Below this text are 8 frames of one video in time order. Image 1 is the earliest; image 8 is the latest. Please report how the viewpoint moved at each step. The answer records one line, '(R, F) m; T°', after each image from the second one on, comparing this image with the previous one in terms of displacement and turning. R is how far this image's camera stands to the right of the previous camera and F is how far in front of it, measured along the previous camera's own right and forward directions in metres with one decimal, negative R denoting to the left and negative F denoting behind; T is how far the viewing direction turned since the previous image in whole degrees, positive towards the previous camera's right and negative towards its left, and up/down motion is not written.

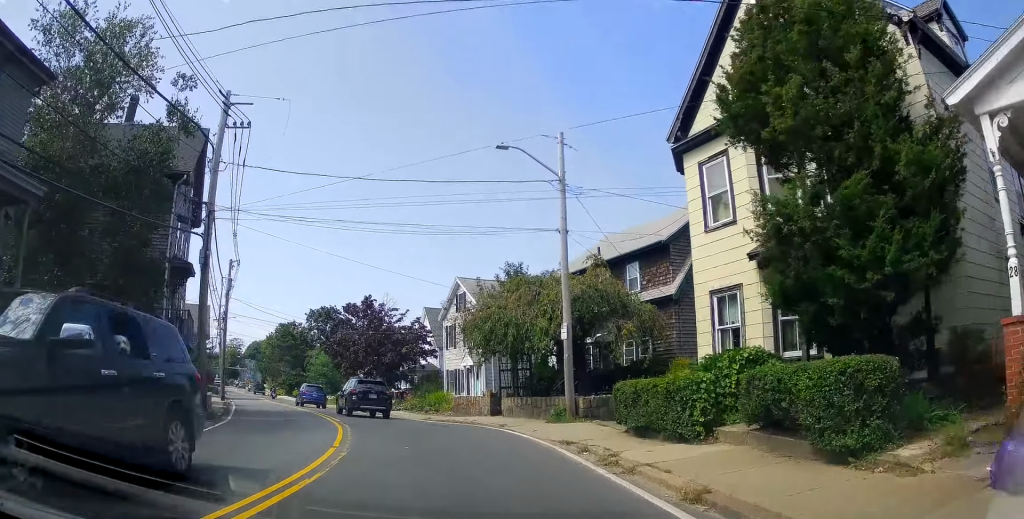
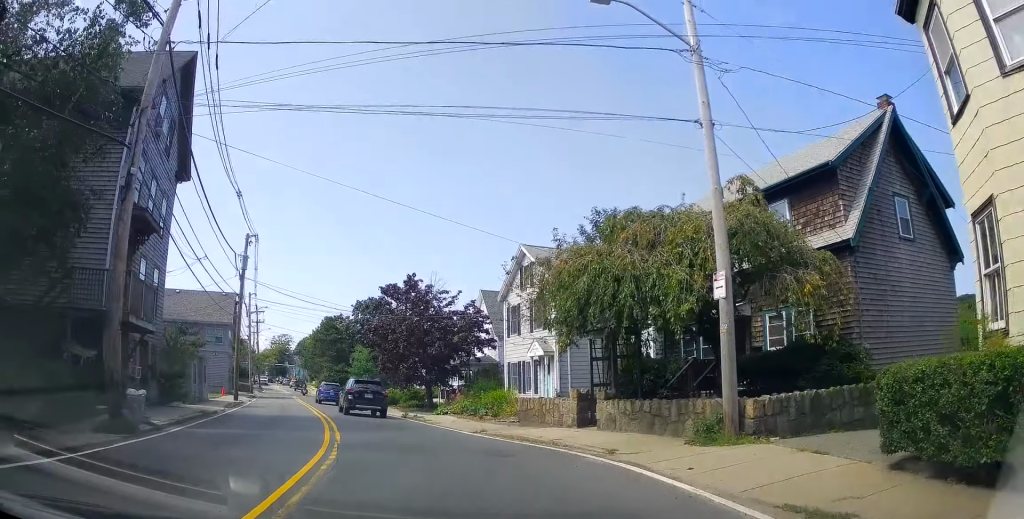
(-0.1, +7.5) m; -6°
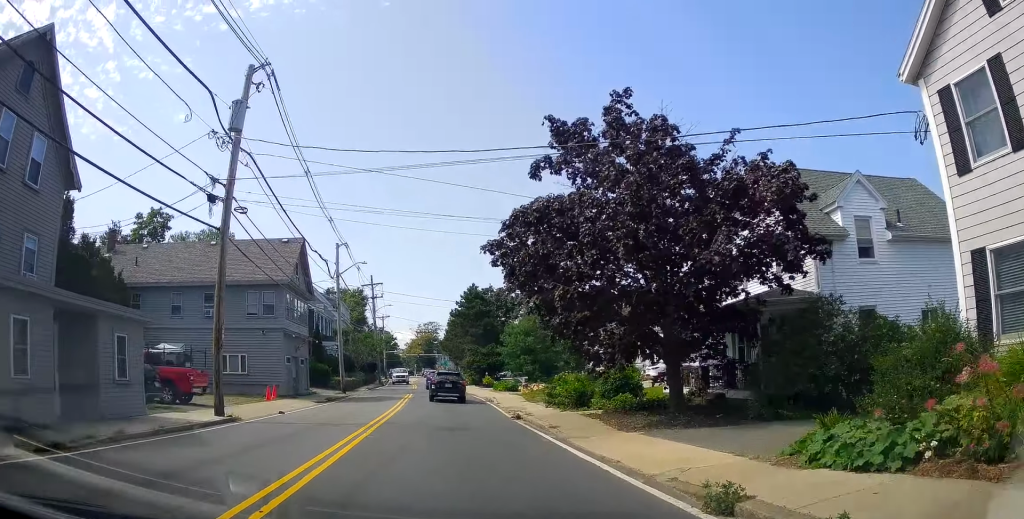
(-1.9, +22.6) m; -7°
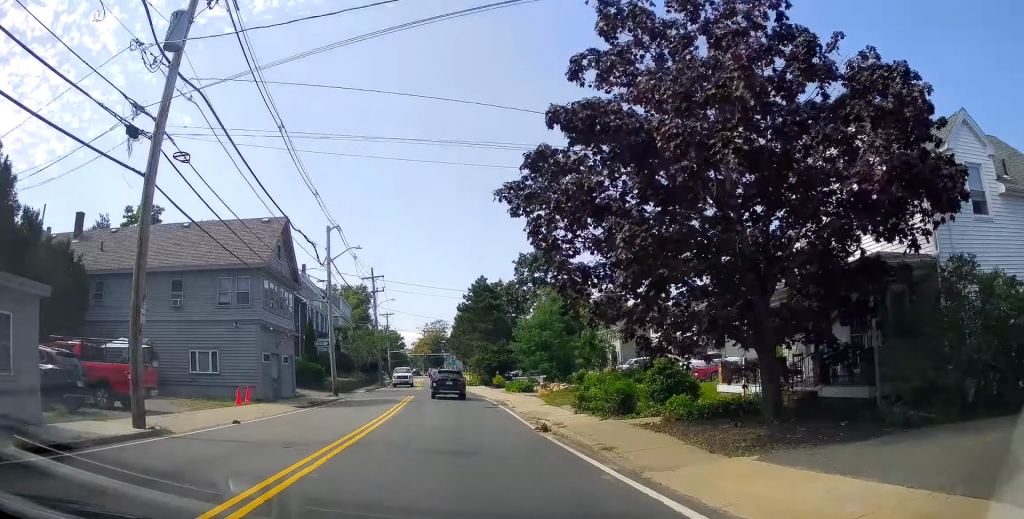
(-0.2, +4.2) m; -7°
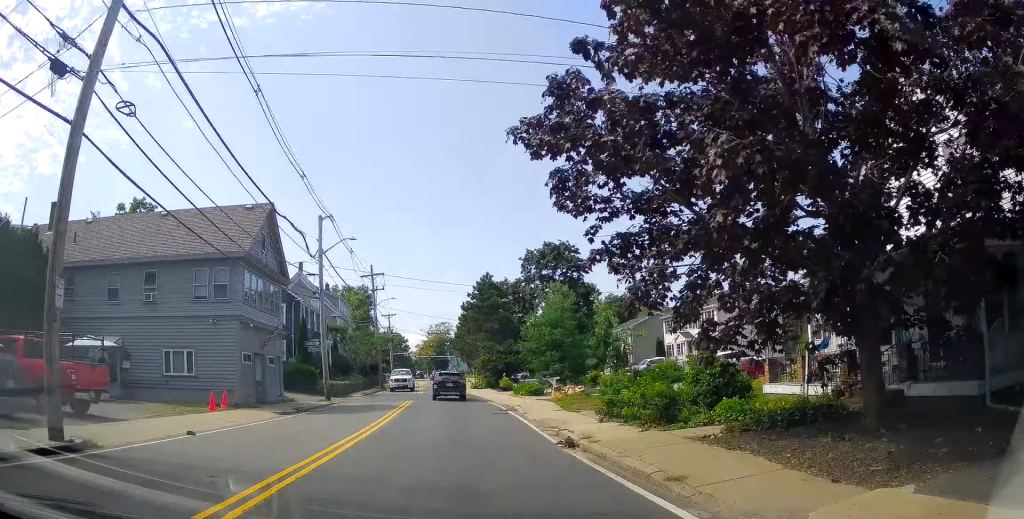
(-0.1, +2.2) m; -5°
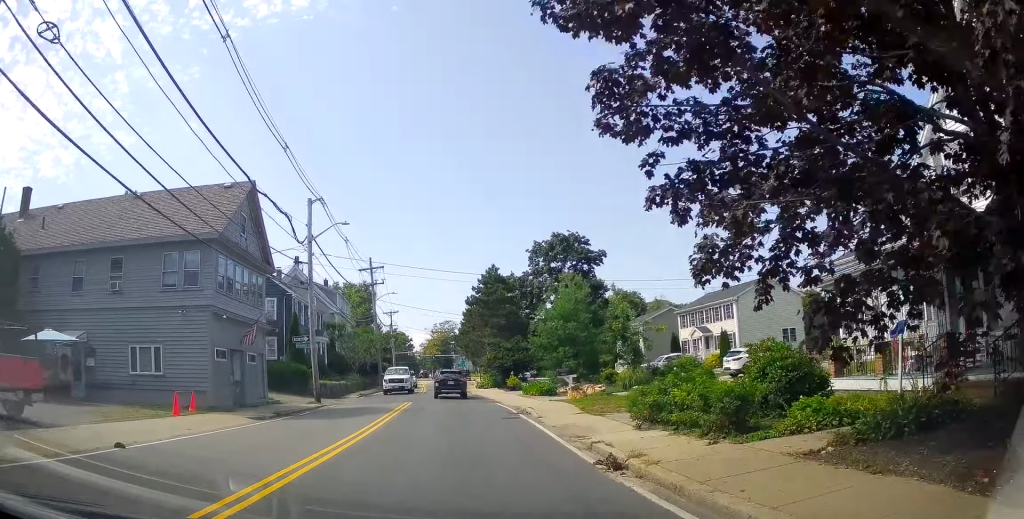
(-0.1, +2.4) m; -2°
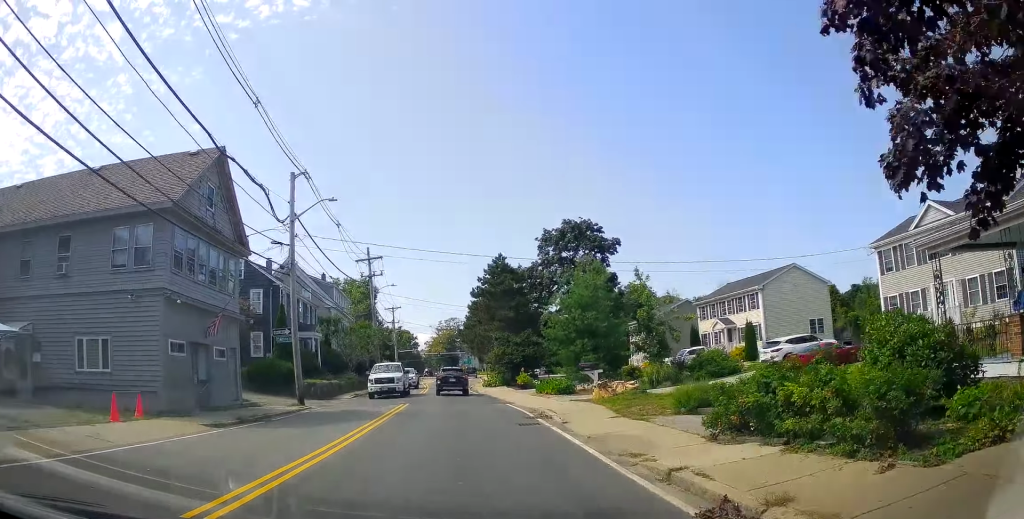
(-0.2, +2.9) m; 0°
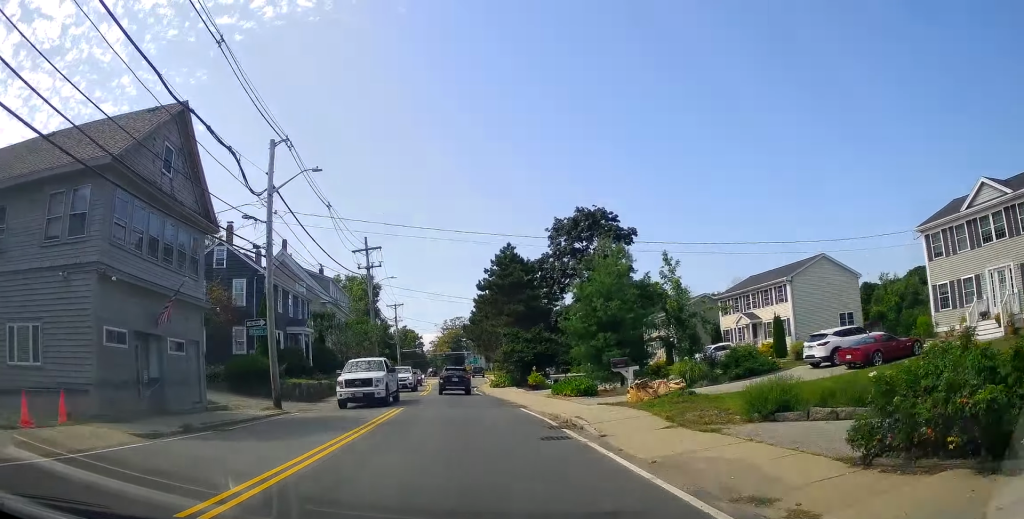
(0.0, +3.5) m; +1°
